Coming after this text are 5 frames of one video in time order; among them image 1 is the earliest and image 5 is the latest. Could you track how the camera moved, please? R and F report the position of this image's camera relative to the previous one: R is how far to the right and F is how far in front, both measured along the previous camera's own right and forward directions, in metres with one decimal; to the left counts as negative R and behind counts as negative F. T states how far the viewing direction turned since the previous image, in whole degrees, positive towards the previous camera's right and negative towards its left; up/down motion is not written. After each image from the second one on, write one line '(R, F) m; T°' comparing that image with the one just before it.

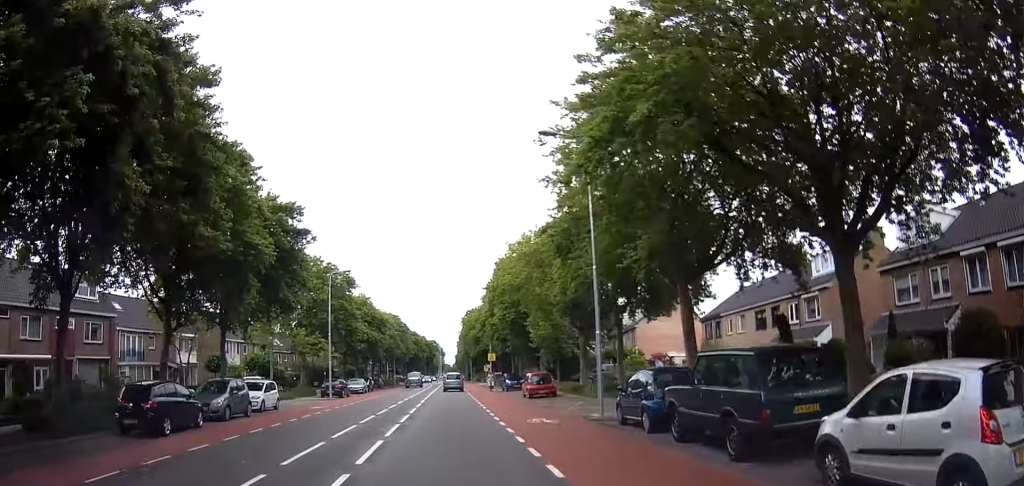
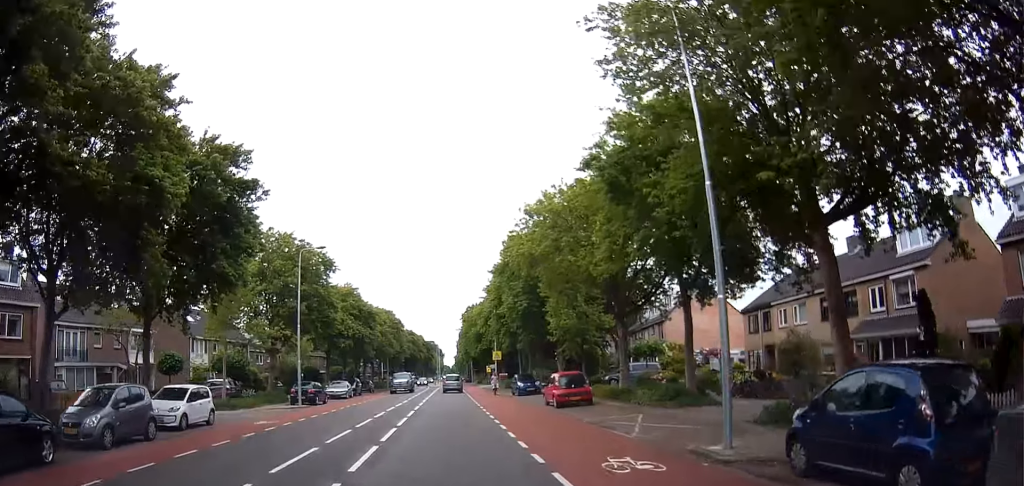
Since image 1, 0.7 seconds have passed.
(-0.1, +8.6) m; +1°
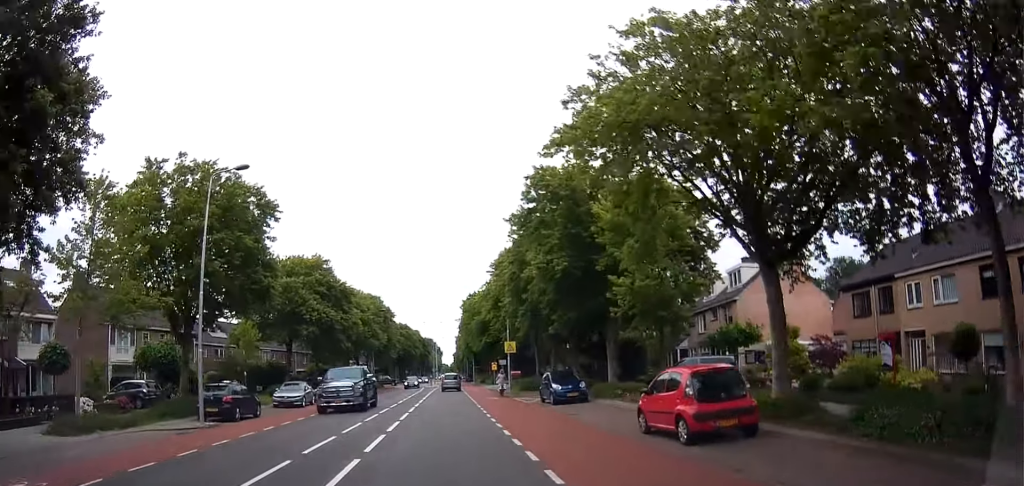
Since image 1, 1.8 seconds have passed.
(+0.4, +13.7) m; +2°
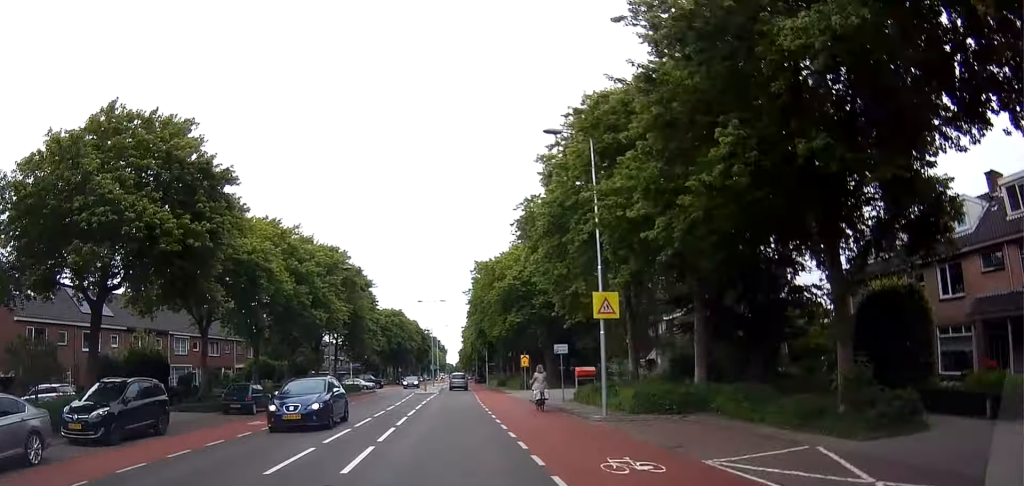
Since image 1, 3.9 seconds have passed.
(-0.5, +26.1) m; -1°
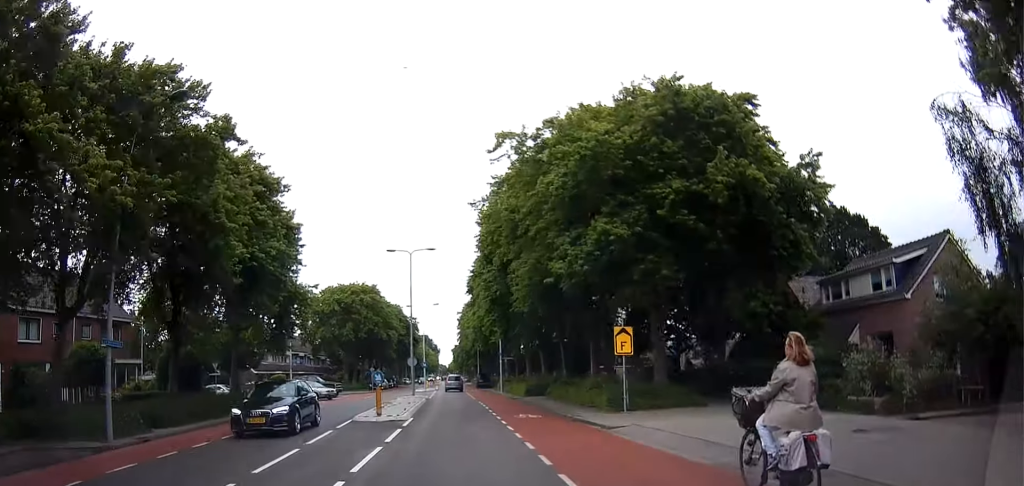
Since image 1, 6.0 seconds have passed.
(-0.5, +27.9) m; -1°
